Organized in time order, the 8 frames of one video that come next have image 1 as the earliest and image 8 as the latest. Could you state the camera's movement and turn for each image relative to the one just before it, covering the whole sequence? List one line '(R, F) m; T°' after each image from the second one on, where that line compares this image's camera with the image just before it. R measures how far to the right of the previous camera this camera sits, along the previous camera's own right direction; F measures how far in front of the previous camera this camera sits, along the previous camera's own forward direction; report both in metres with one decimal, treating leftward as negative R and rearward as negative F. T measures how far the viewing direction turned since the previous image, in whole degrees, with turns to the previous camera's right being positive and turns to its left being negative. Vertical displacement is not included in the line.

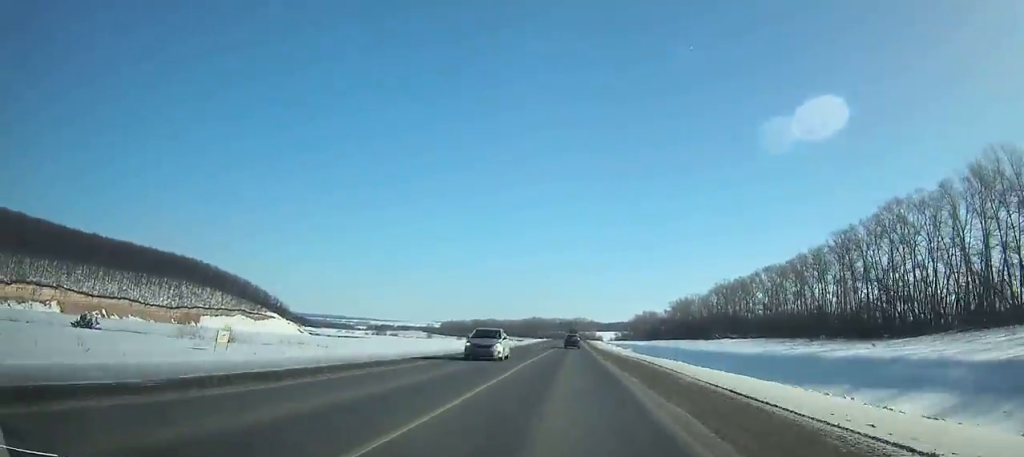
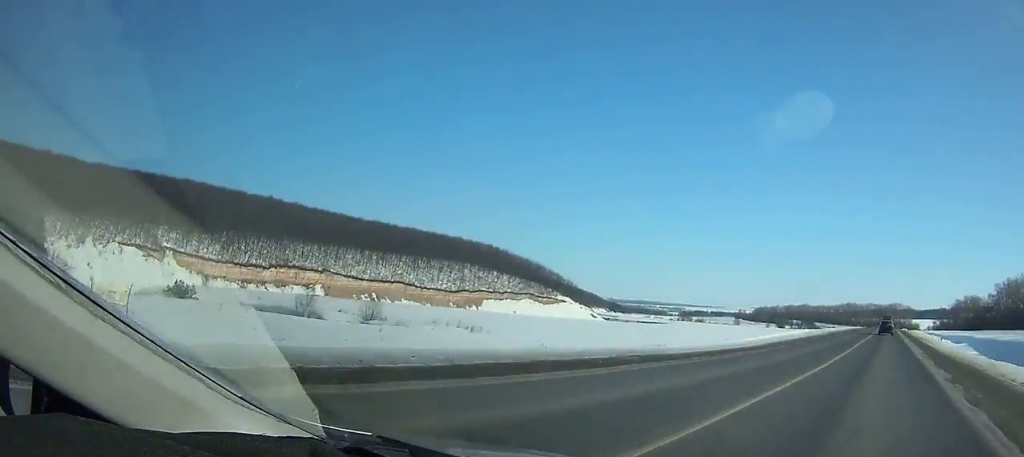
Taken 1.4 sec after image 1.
(0.0, +35.9) m; 0°
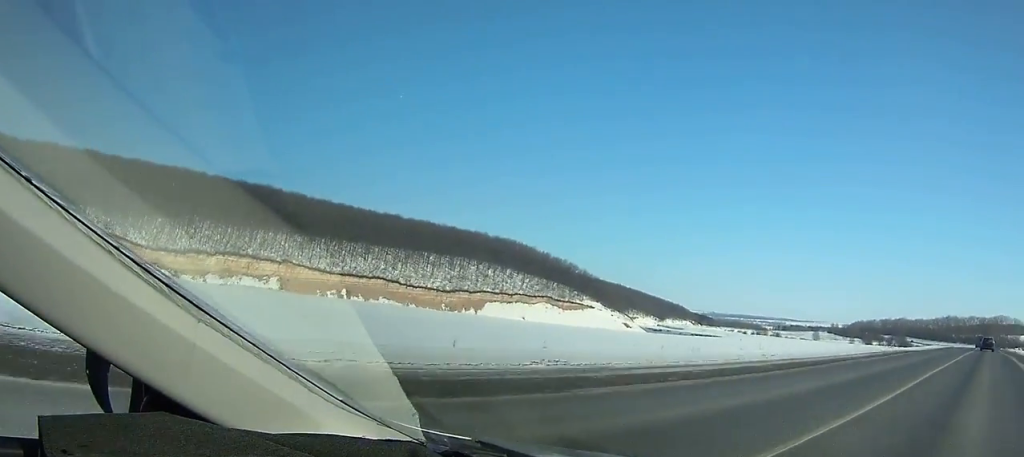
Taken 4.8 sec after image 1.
(+0.2, +88.7) m; 0°
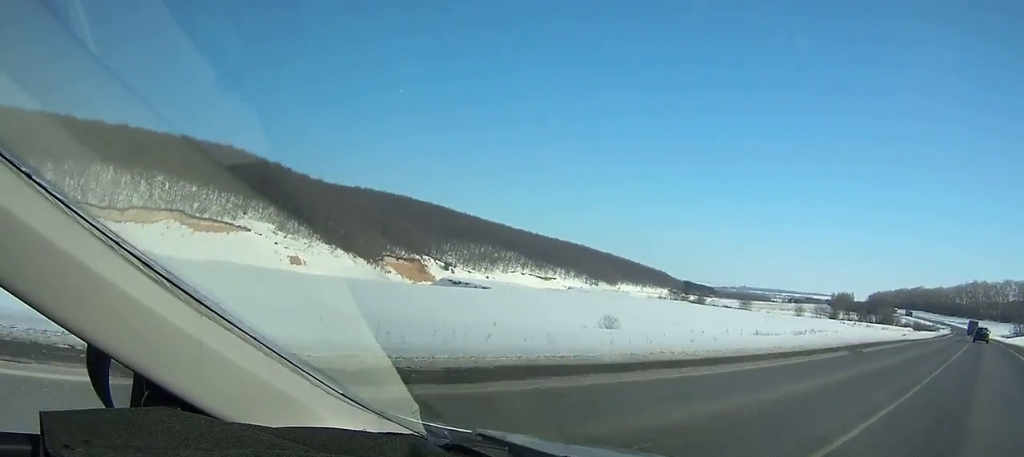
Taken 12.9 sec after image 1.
(-5.5, +216.6) m; -4°
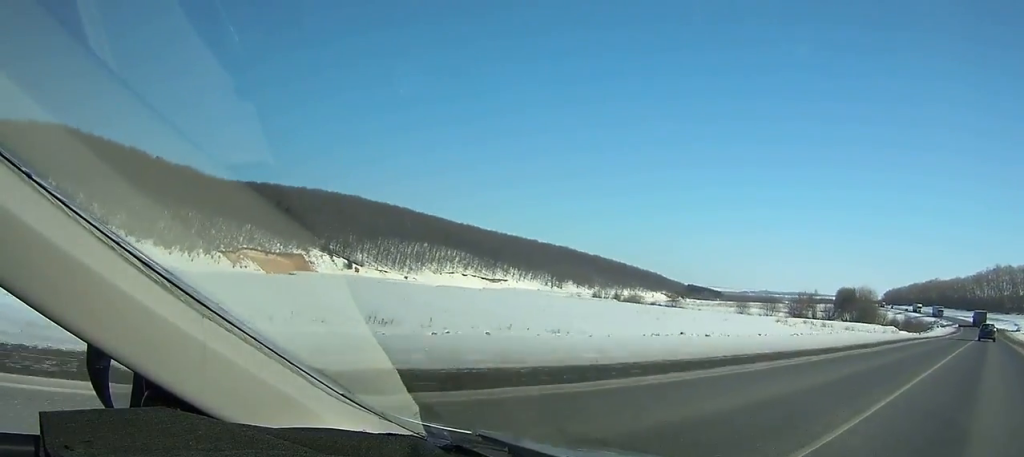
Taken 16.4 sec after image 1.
(-1.8, +93.0) m; -2°
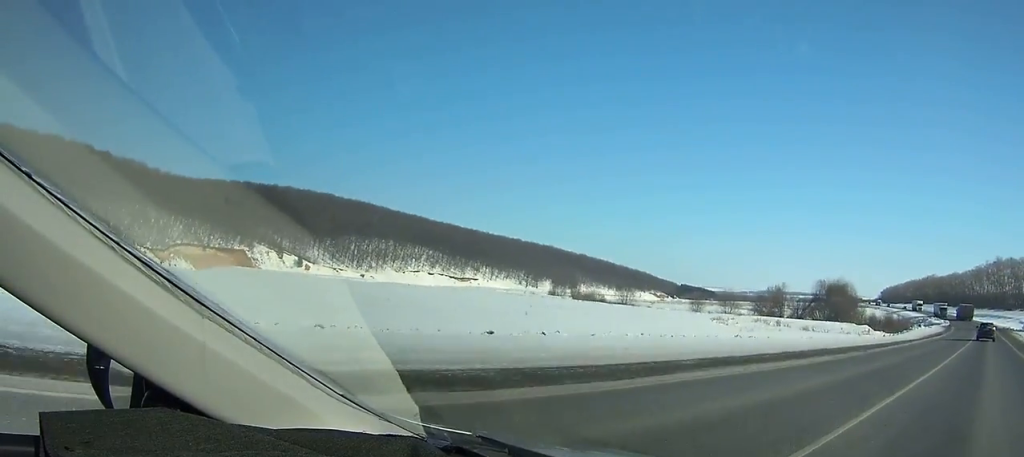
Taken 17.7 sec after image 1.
(-0.3, +33.9) m; -1°
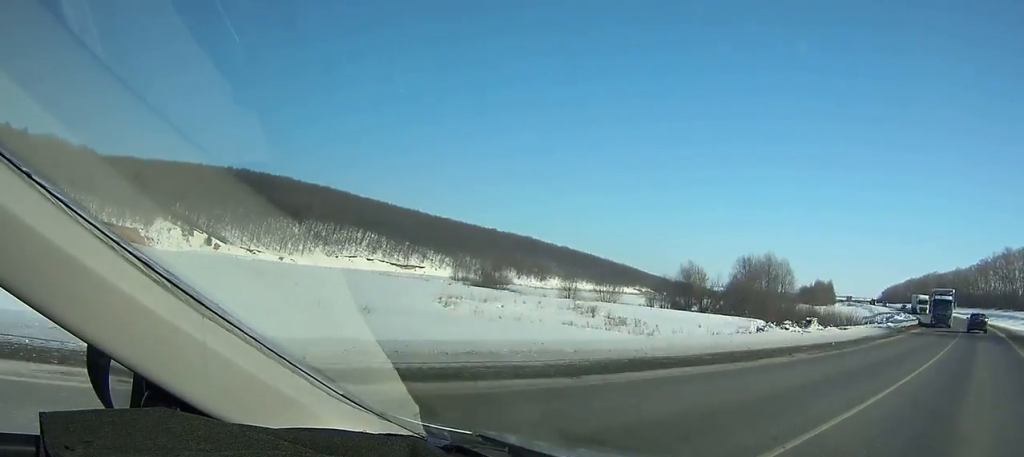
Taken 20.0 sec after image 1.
(-0.5, +59.2) m; -2°
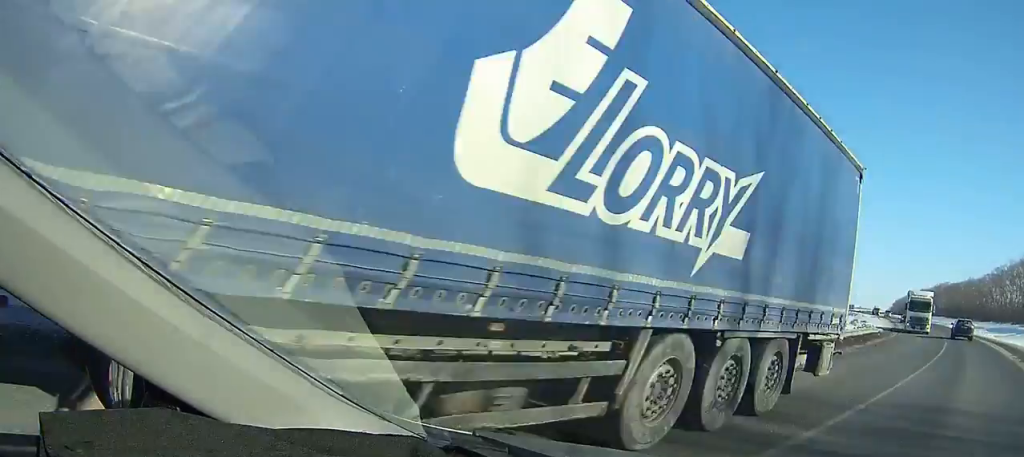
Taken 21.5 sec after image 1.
(+0.6, +38.0) m; -2°
